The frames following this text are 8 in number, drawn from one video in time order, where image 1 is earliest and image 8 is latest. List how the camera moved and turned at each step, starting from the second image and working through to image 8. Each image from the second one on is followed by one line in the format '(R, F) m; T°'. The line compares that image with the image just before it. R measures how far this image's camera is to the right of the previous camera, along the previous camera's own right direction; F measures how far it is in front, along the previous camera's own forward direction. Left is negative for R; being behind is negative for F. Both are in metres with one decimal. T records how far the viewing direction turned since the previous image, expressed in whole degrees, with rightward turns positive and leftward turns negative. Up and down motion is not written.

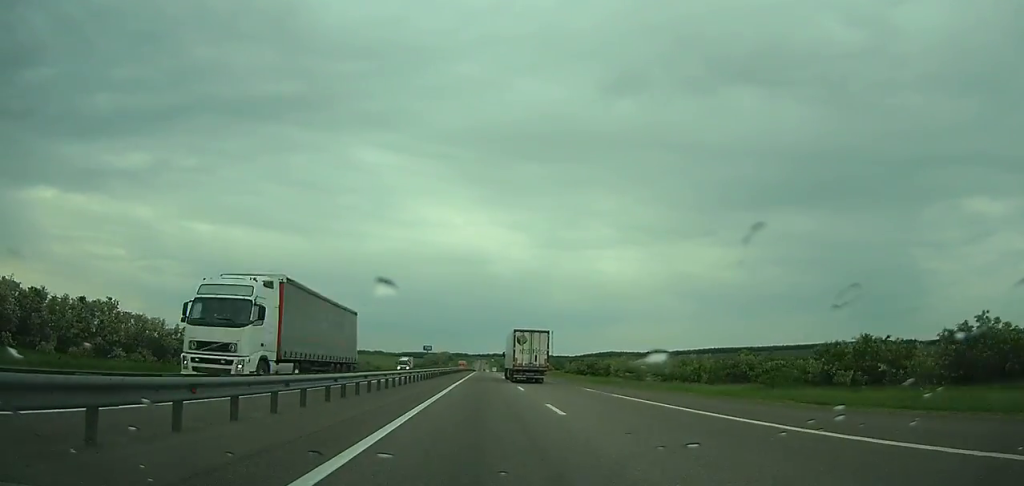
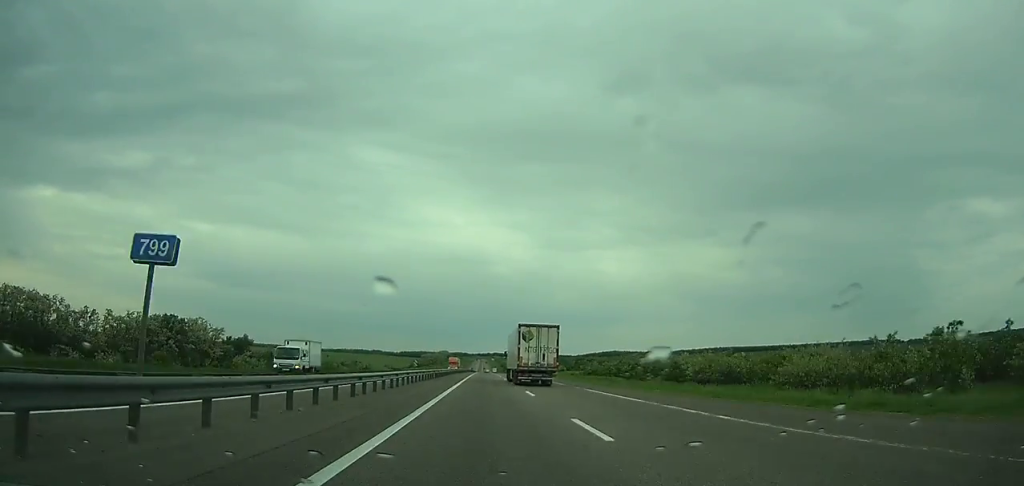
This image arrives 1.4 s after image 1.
(+0.1, +37.4) m; 0°
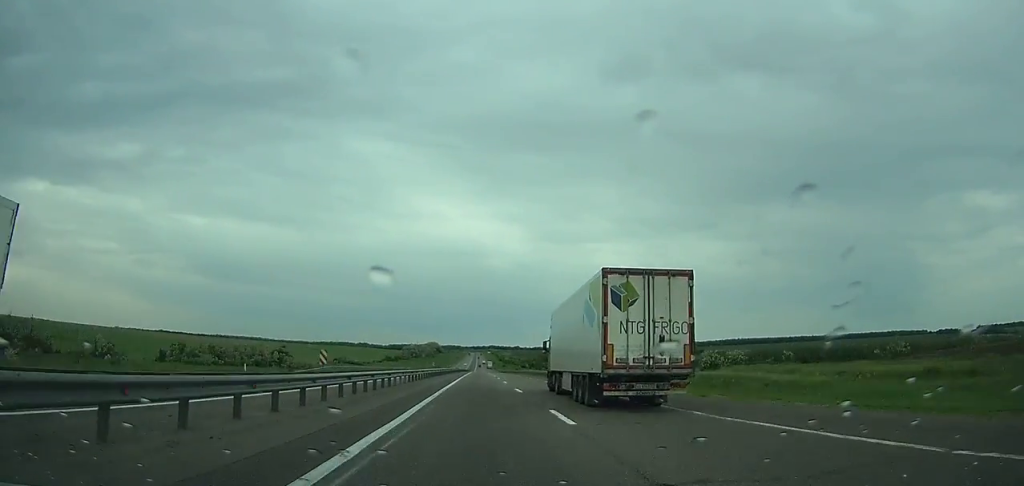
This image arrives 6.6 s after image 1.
(0.0, +140.9) m; 0°
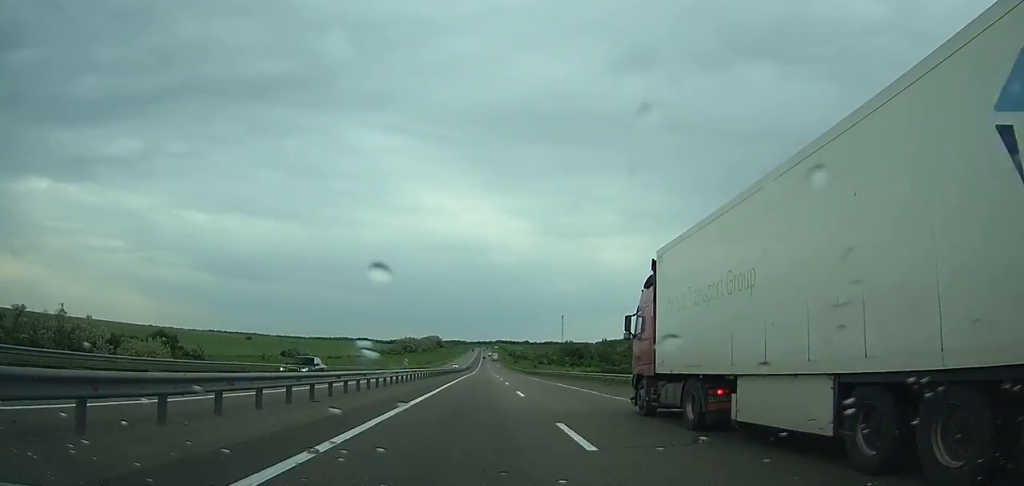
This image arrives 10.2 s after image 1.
(+0.3, +100.2) m; 0°
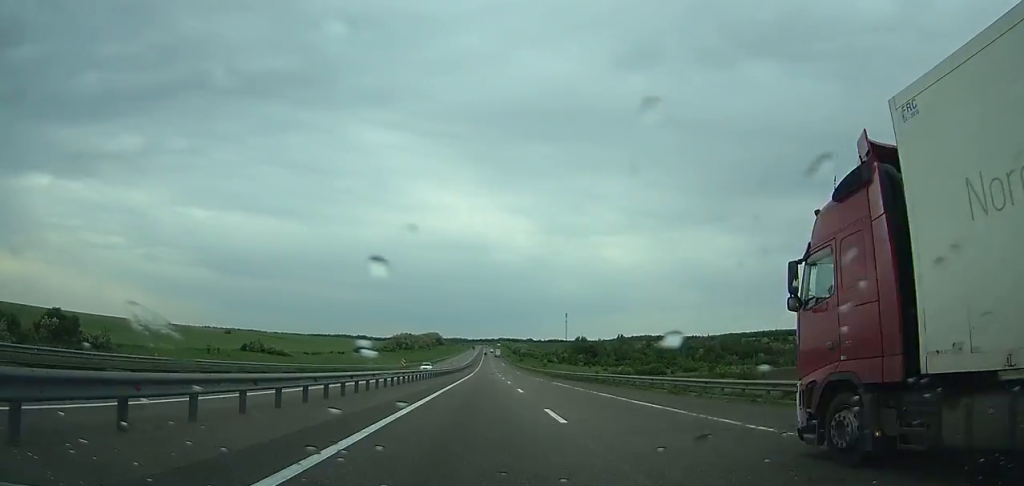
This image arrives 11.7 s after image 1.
(0.0, +42.3) m; 0°
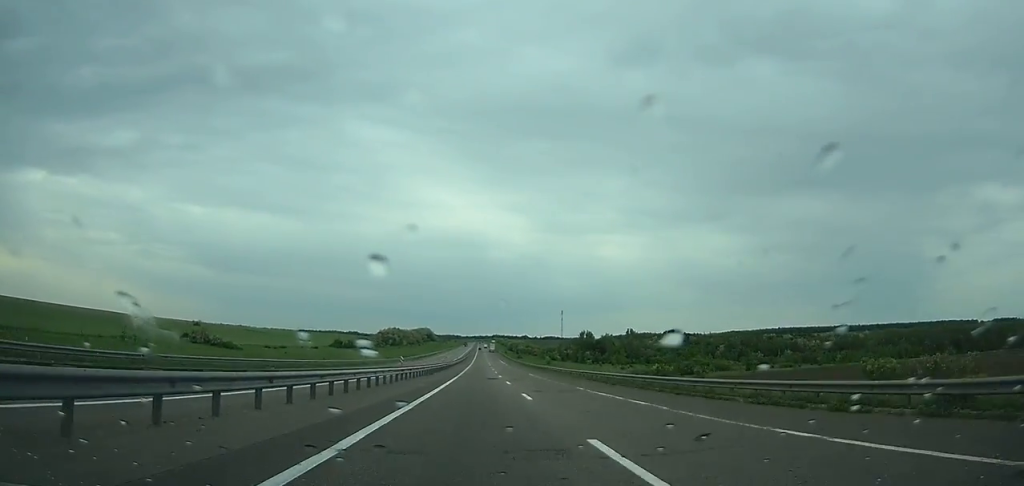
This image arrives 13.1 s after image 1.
(0.0, +39.8) m; 0°
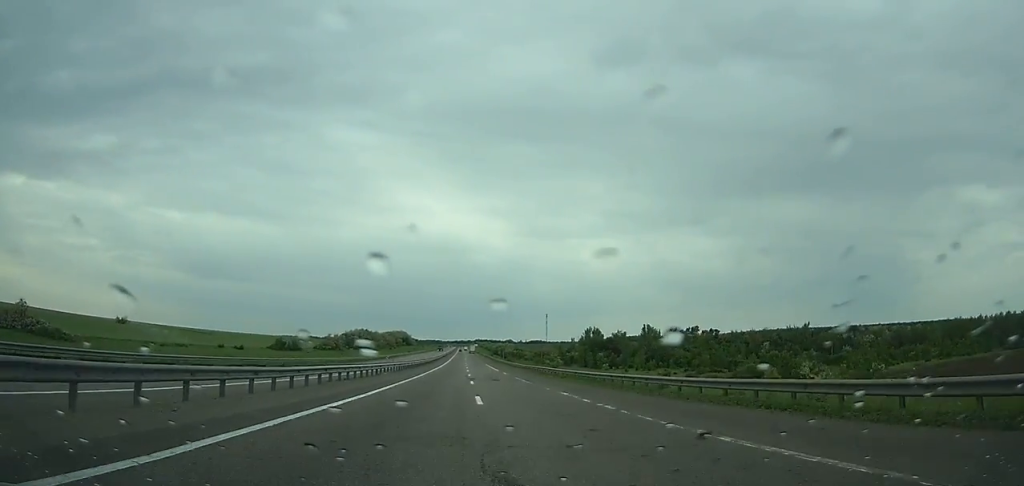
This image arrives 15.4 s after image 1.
(0.0, +65.5) m; 0°
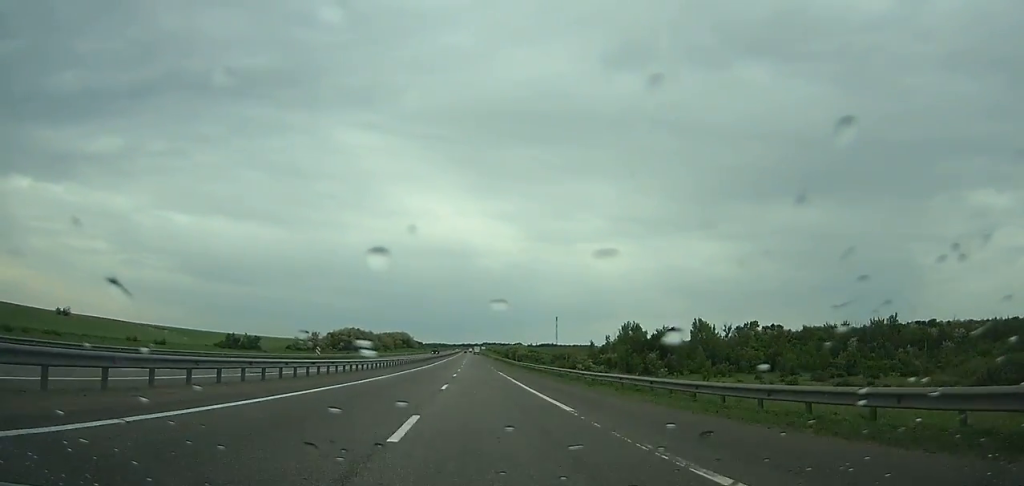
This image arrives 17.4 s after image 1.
(+0.6, +57.0) m; 0°
